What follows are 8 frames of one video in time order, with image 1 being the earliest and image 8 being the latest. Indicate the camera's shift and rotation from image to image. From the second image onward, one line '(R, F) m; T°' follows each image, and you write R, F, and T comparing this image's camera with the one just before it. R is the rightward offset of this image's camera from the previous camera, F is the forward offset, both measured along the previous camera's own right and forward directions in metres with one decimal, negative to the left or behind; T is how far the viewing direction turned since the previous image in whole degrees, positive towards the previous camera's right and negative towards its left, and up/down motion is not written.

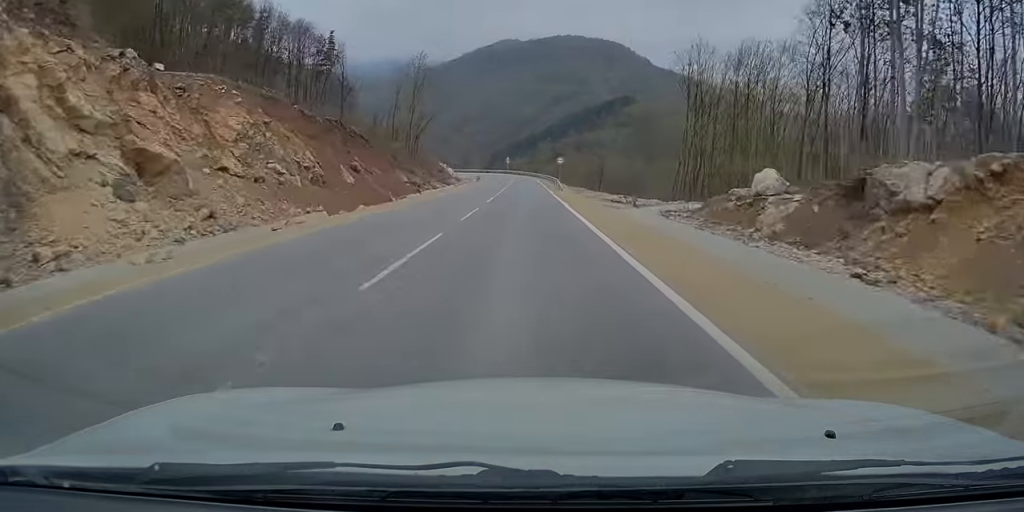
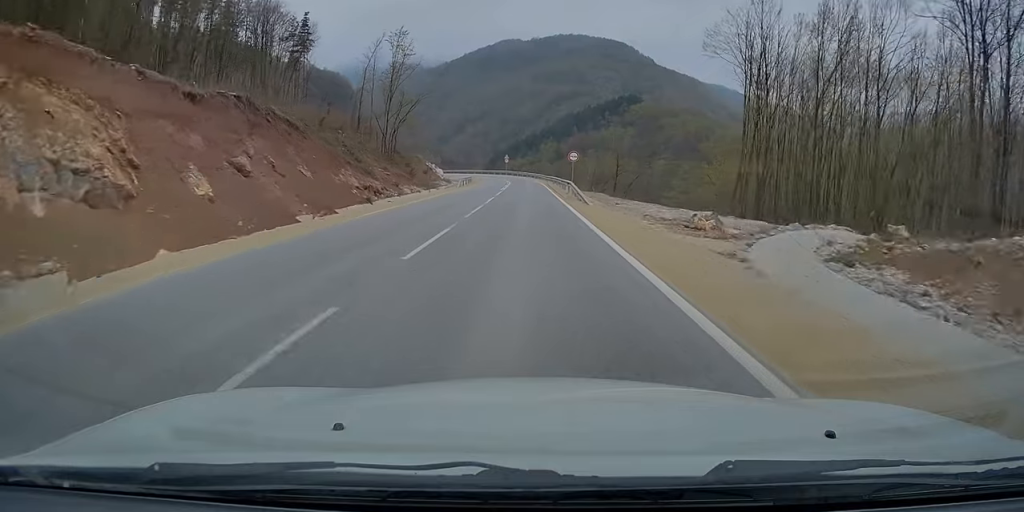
(+0.1, +16.1) m; -1°
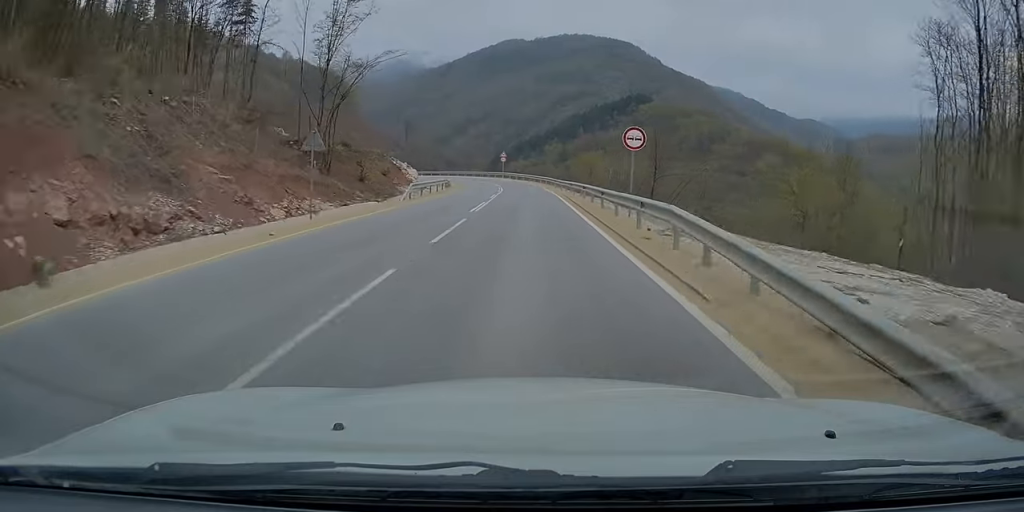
(-0.5, +25.1) m; -1°
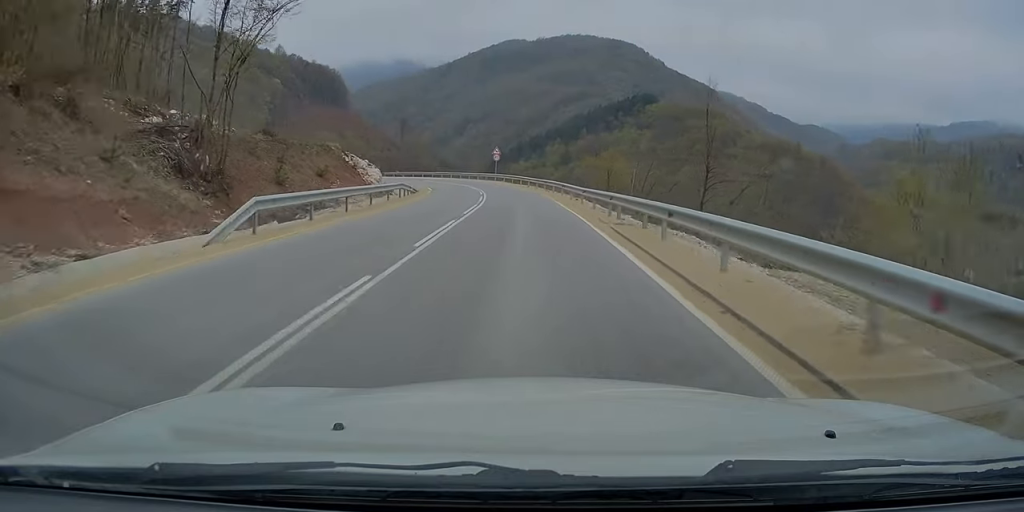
(+0.1, +18.6) m; 0°
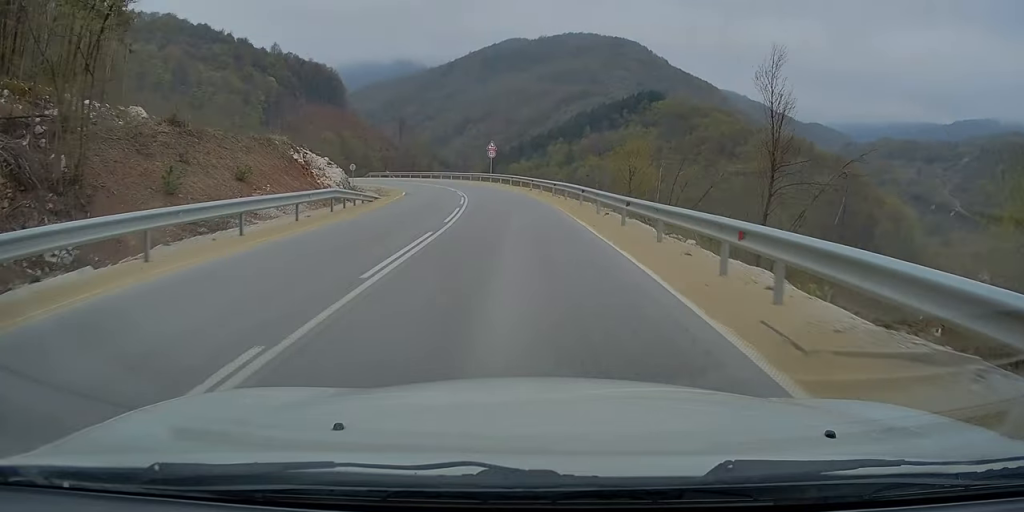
(0.0, +12.2) m; -1°
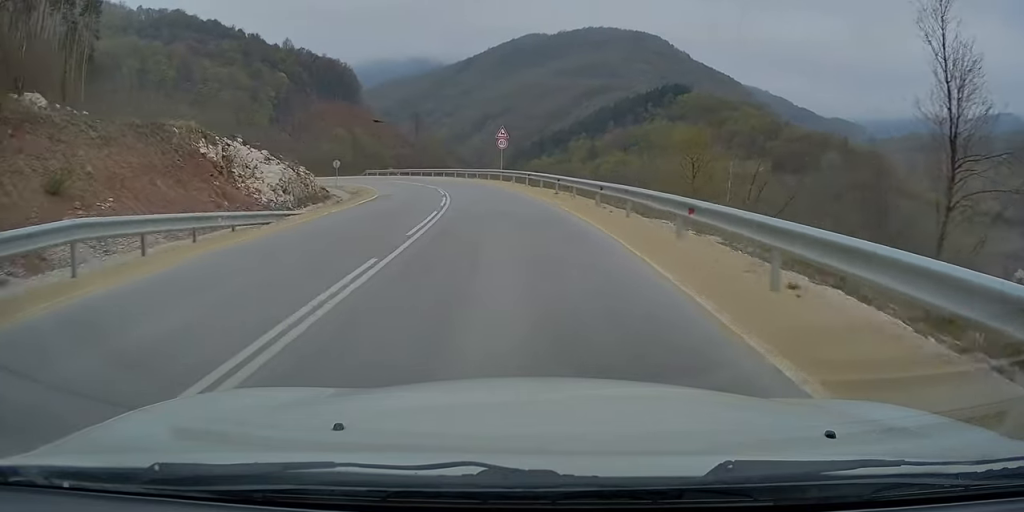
(-0.2, +14.0) m; -3°
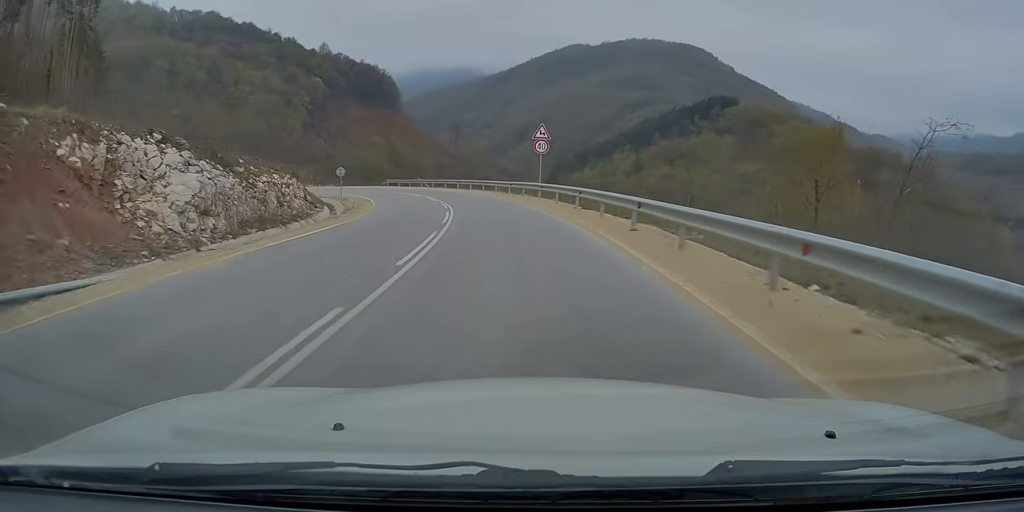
(-0.1, +11.5) m; -3°
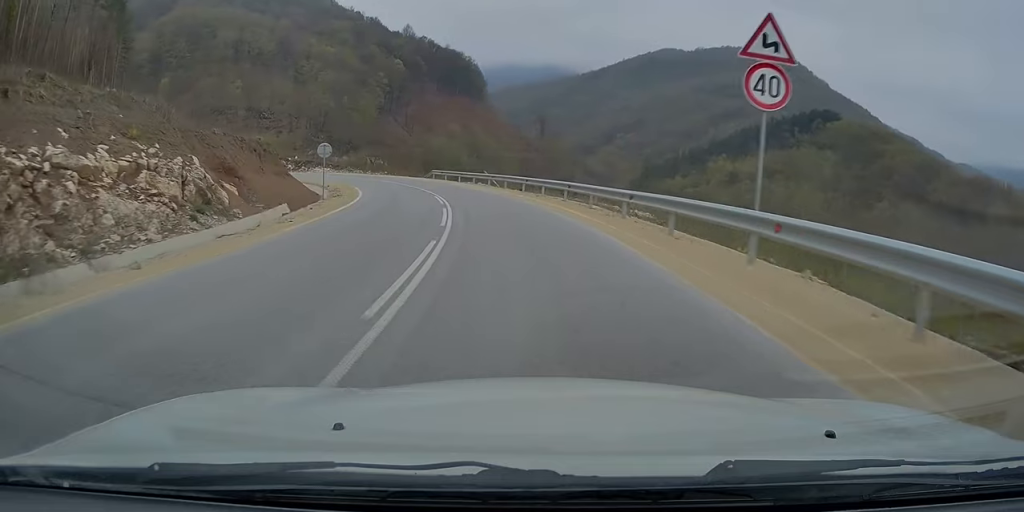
(-1.5, +22.1) m; -8°
